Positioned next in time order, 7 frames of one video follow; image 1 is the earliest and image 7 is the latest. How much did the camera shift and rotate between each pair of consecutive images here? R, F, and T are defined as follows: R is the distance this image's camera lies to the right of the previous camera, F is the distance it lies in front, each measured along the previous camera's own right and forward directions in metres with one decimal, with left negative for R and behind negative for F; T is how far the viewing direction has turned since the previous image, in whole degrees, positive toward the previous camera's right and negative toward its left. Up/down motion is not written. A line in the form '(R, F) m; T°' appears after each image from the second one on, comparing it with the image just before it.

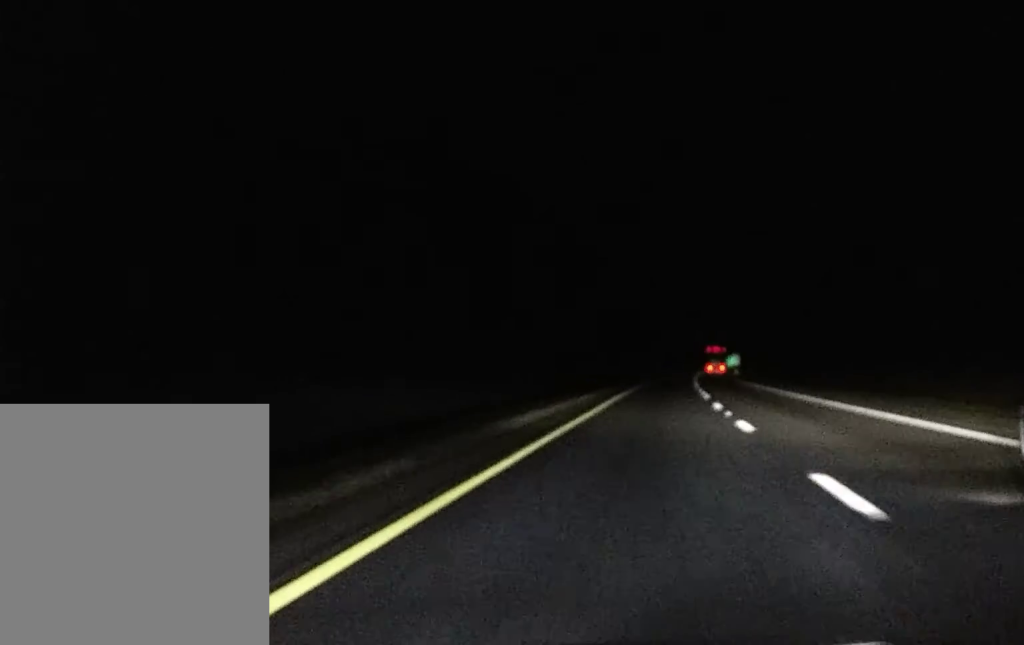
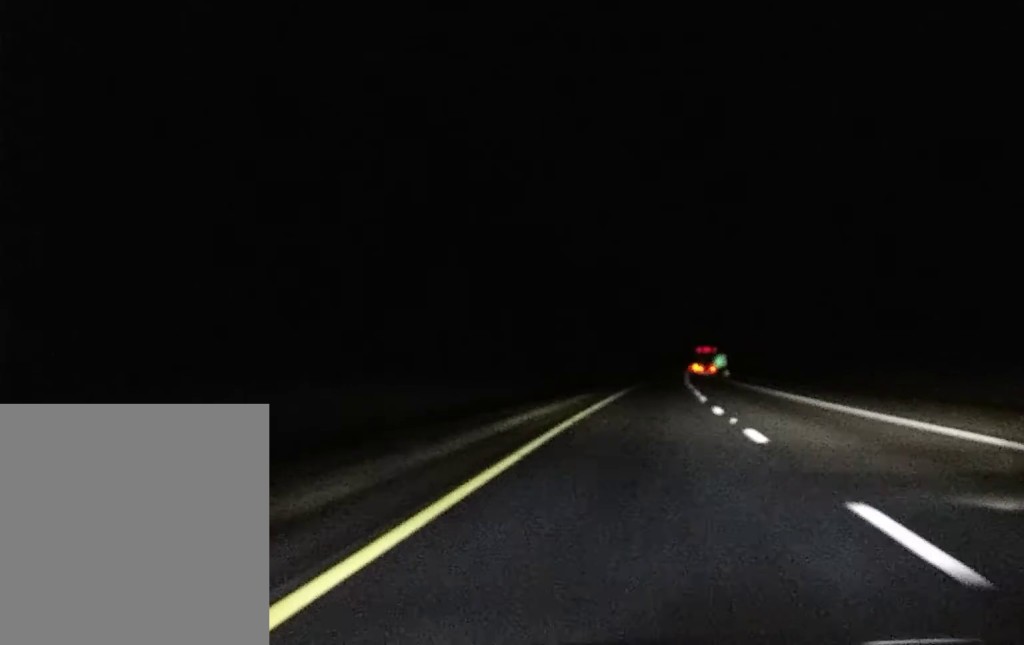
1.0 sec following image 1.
(0.0, +28.4) m; 0°
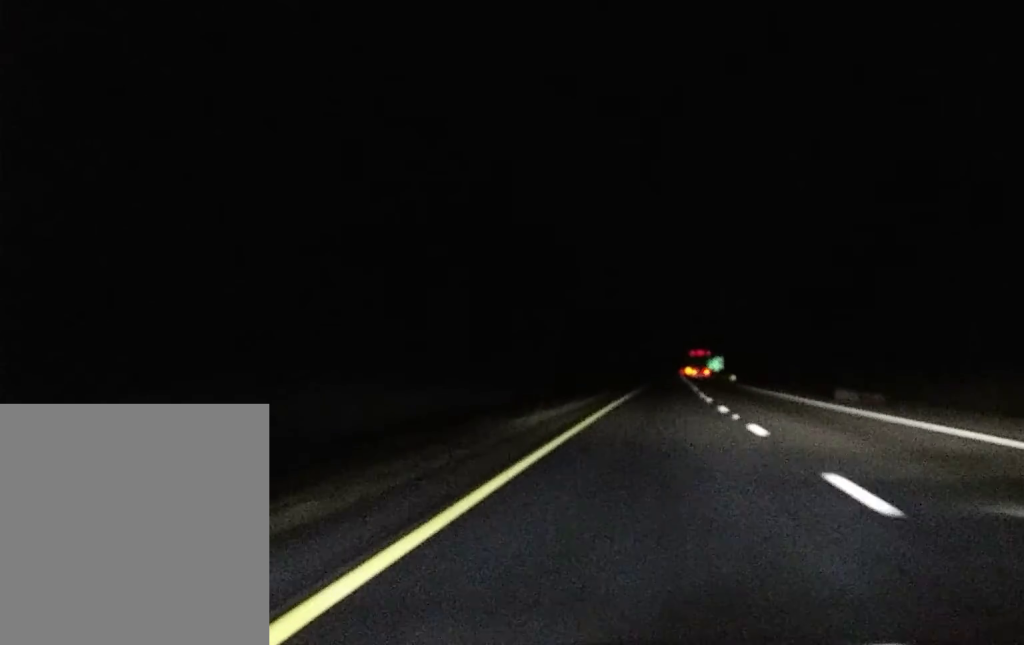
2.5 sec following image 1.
(+0.4, +44.6) m; +1°
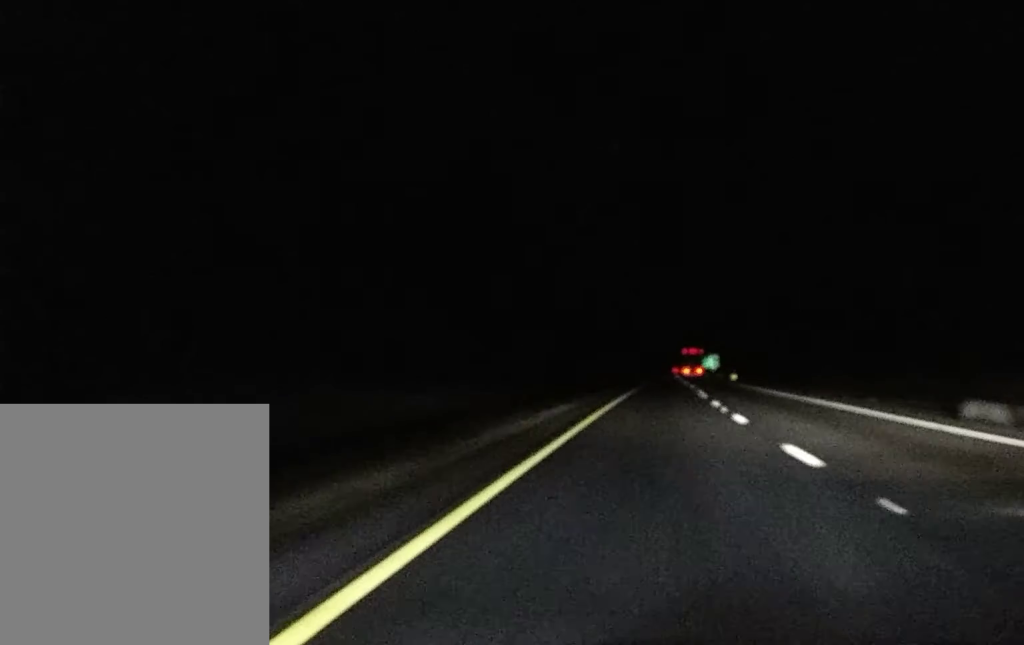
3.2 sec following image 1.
(+0.1, +18.9) m; 0°
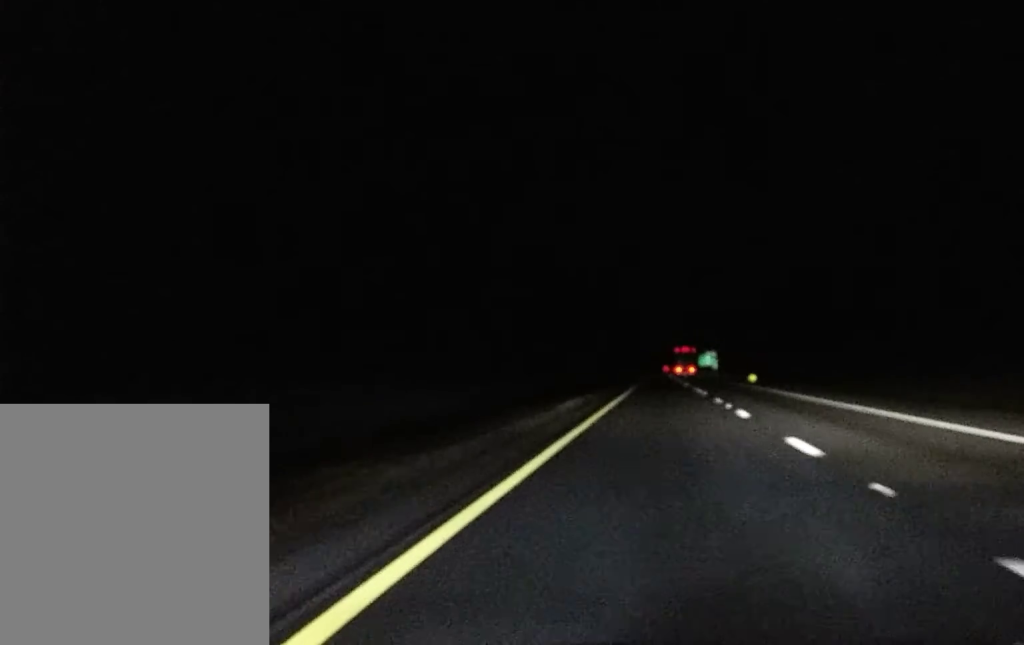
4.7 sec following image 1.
(+0.4, +42.0) m; +1°
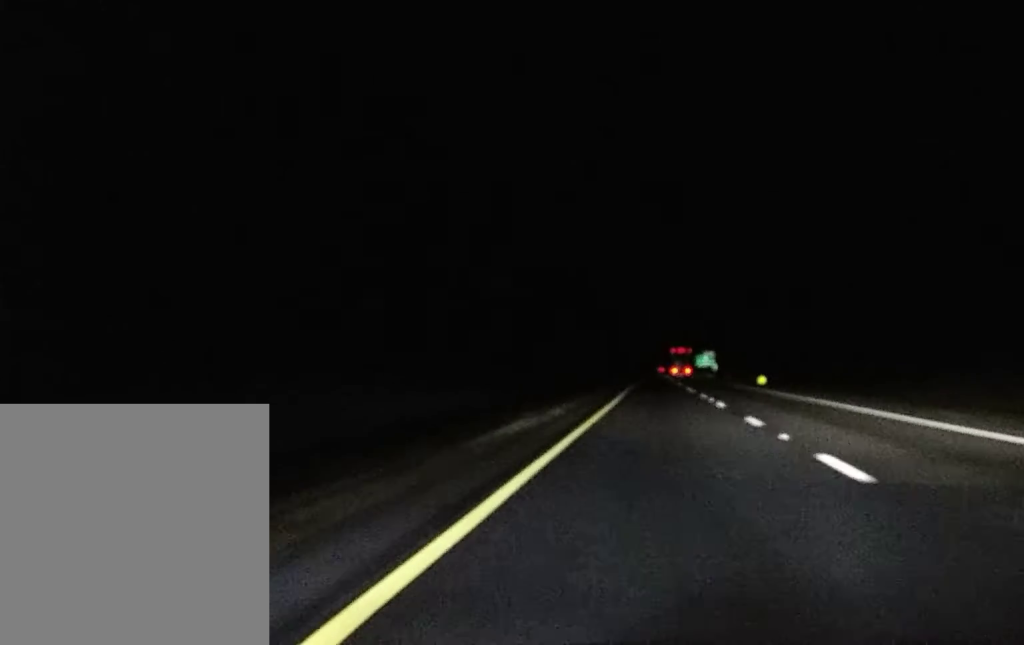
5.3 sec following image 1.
(0.0, +12.9) m; 0°
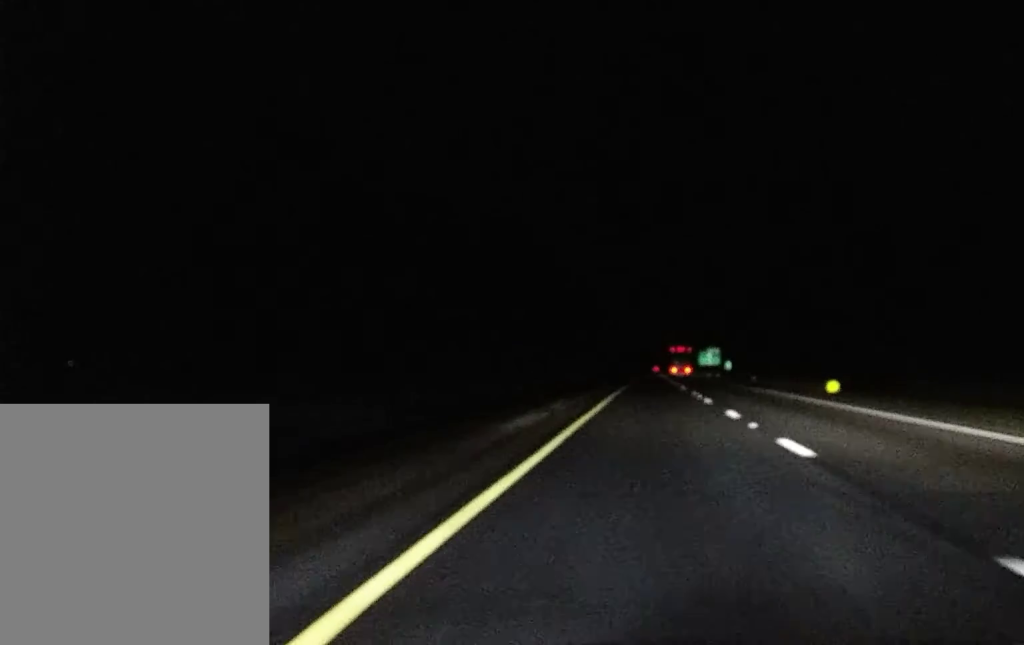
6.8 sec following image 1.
(-0.1, +34.3) m; 0°
